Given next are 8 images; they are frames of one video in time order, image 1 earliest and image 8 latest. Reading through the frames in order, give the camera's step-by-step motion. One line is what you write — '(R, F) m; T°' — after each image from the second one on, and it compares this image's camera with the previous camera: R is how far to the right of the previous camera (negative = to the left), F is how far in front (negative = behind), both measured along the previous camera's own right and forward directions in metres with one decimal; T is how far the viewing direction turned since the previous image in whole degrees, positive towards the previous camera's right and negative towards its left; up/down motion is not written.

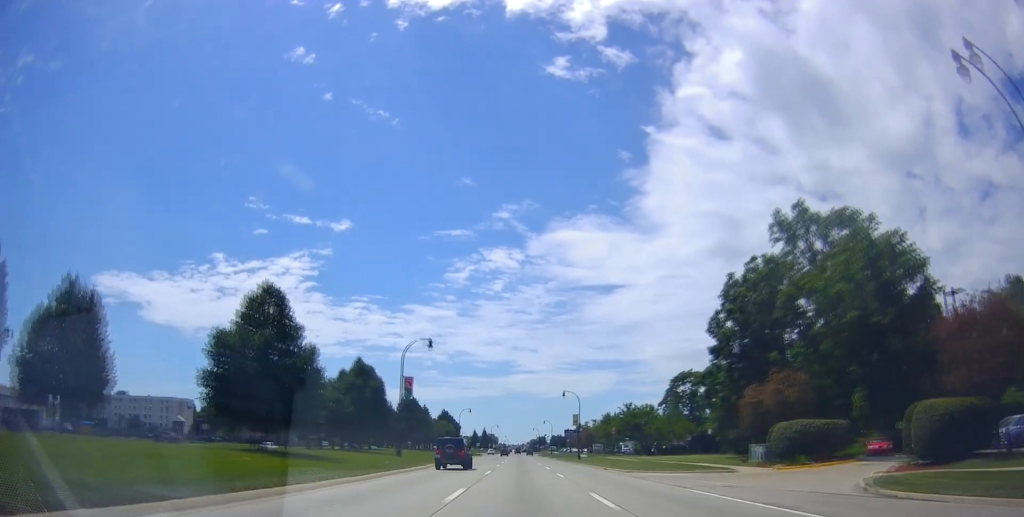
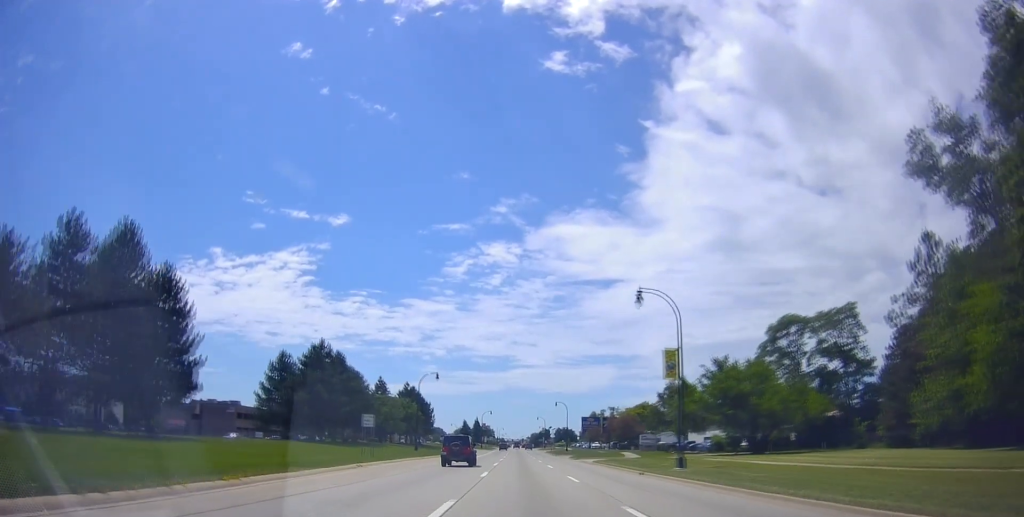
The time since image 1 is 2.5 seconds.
(+1.3, +49.8) m; 0°
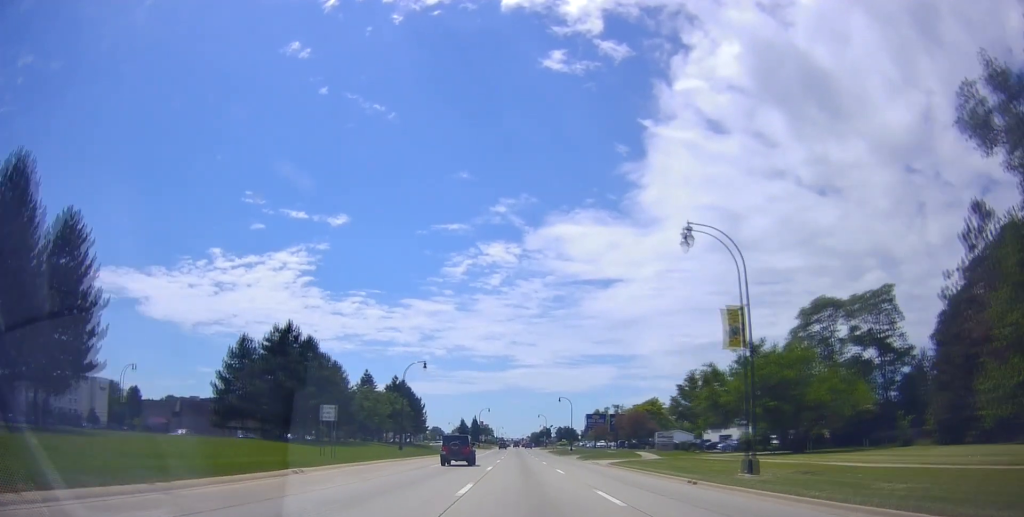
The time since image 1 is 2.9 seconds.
(-0.4, +9.3) m; 0°
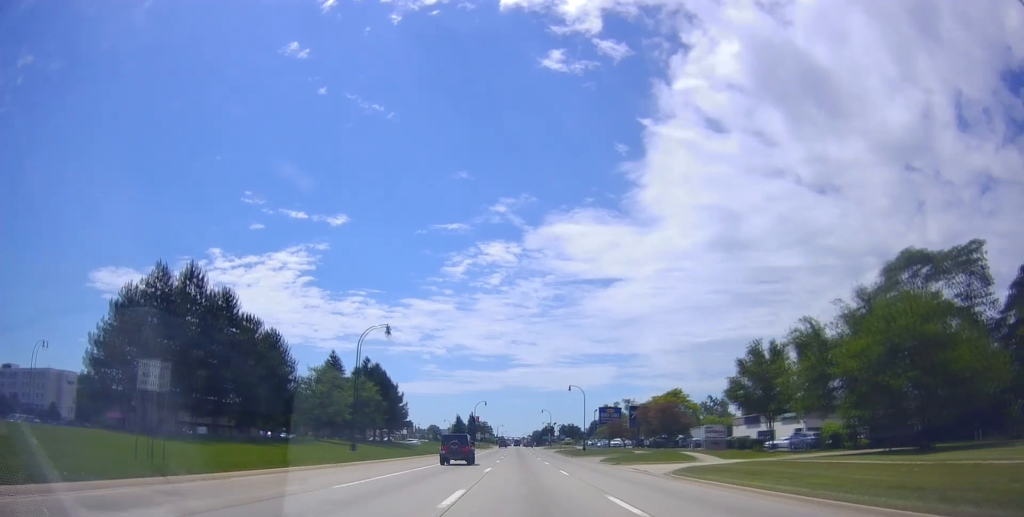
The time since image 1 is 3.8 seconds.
(+0.4, +18.1) m; 0°
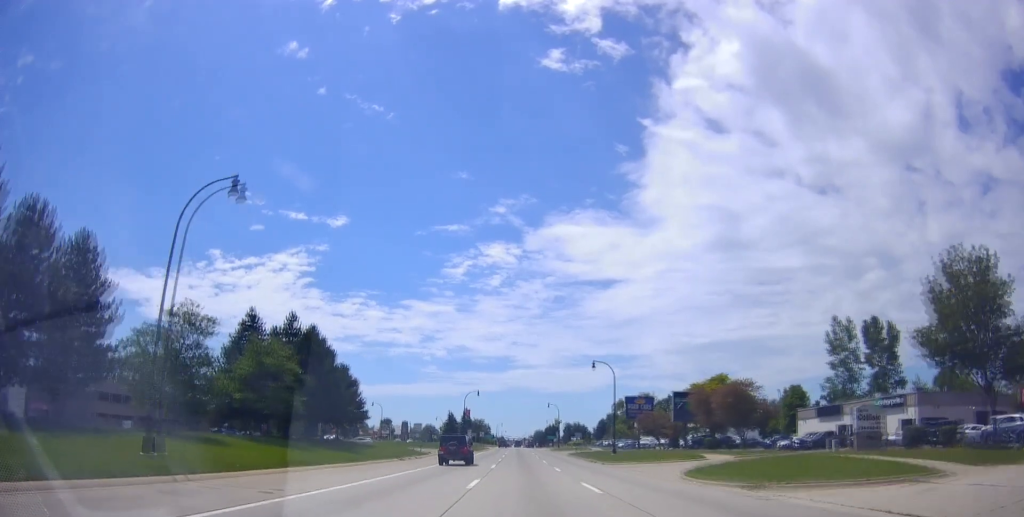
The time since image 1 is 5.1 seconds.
(-0.3, +25.6) m; -1°
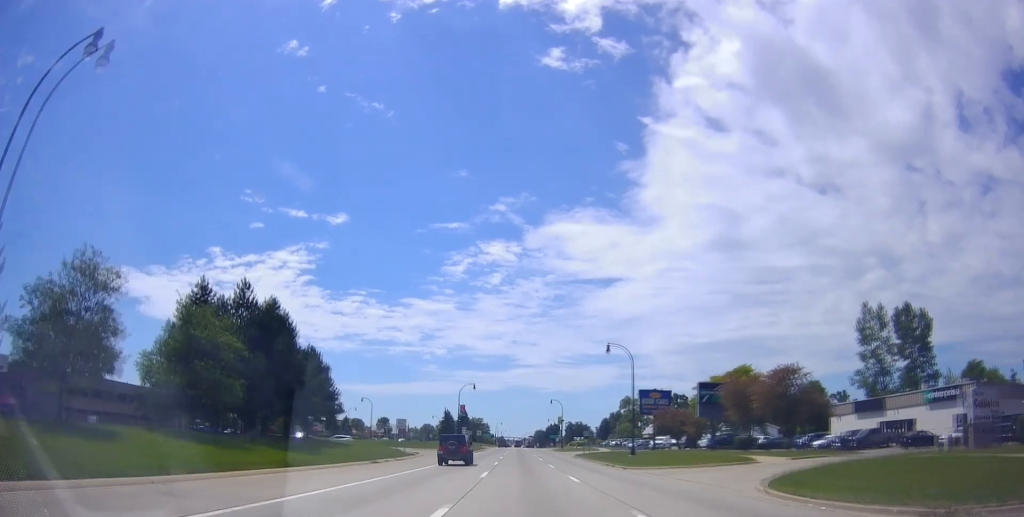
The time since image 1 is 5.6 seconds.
(0.0, +9.3) m; +1°
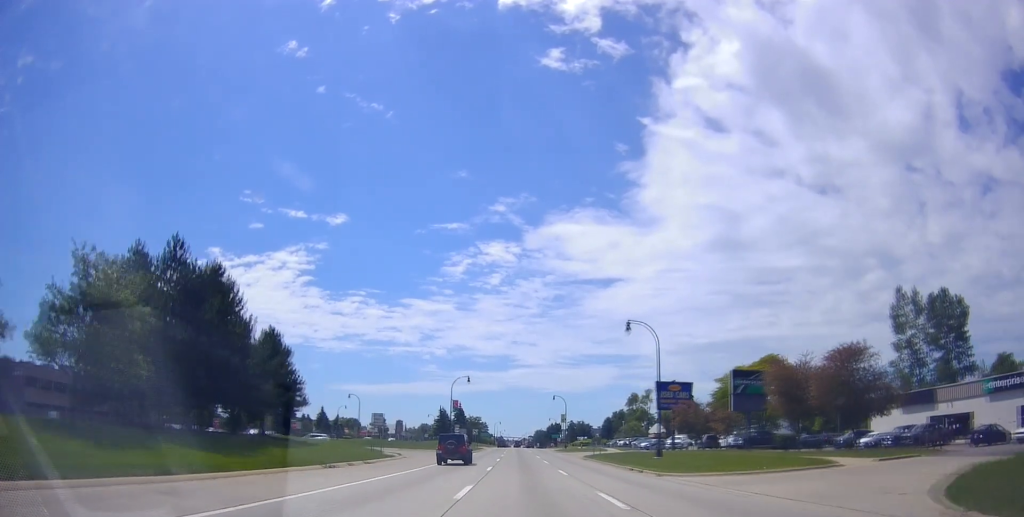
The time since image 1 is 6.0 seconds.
(-0.1, +9.3) m; +1°
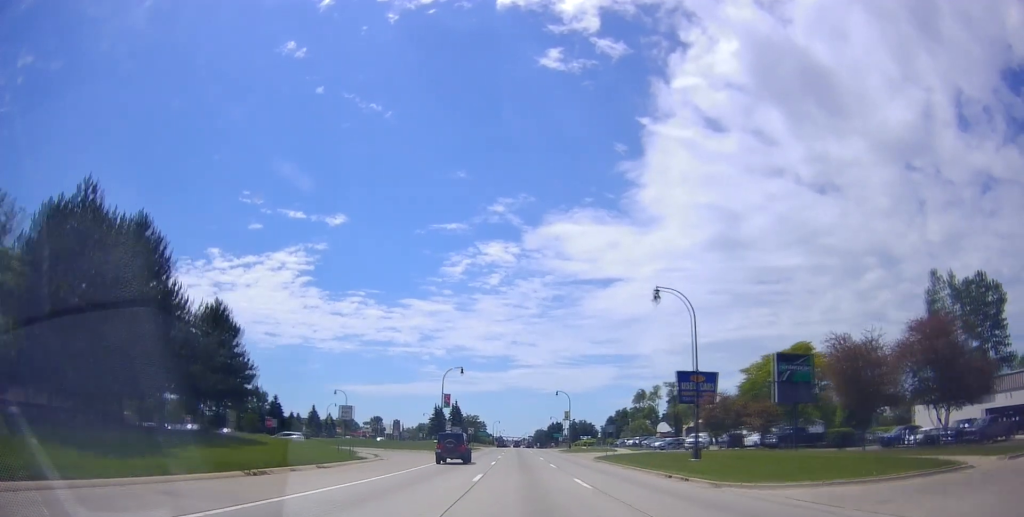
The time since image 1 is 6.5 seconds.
(+0.1, +8.6) m; +1°
